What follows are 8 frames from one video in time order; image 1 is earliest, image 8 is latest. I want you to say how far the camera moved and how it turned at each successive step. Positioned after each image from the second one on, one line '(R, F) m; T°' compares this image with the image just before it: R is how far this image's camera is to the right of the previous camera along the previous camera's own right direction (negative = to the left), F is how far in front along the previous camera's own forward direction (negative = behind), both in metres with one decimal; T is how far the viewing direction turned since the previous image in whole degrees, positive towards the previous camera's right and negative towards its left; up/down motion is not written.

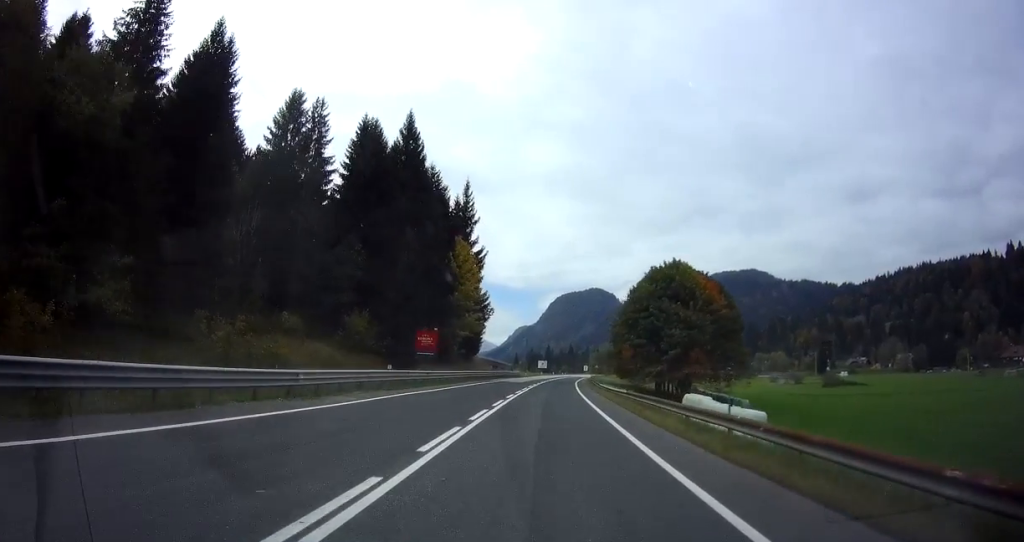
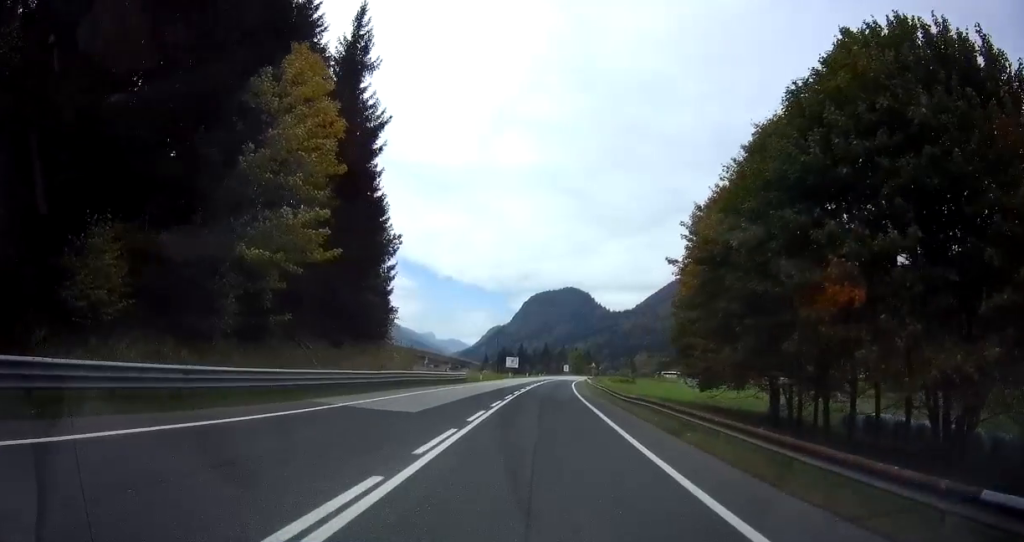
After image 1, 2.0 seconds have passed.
(+0.8, +41.2) m; +2°
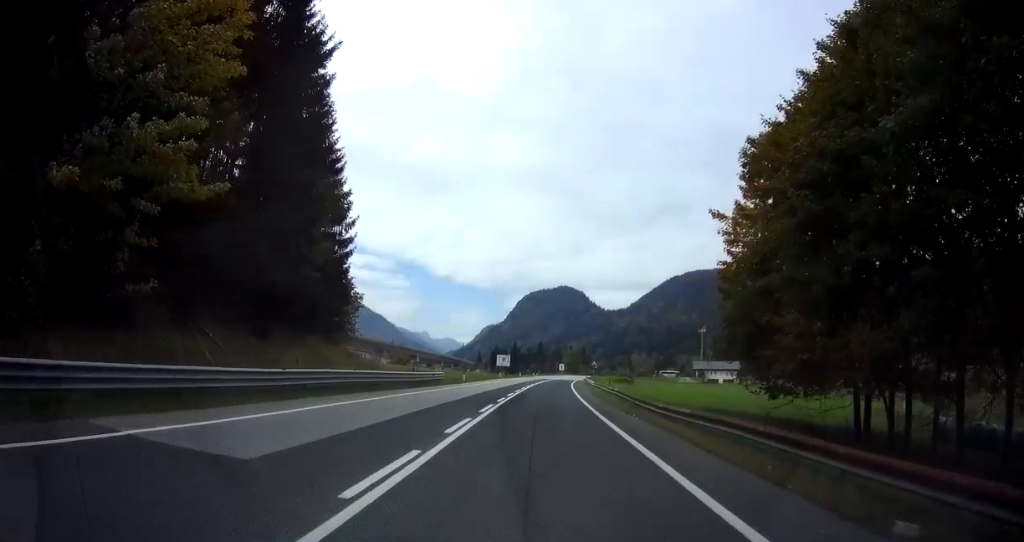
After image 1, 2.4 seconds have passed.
(+0.2, +9.8) m; +1°
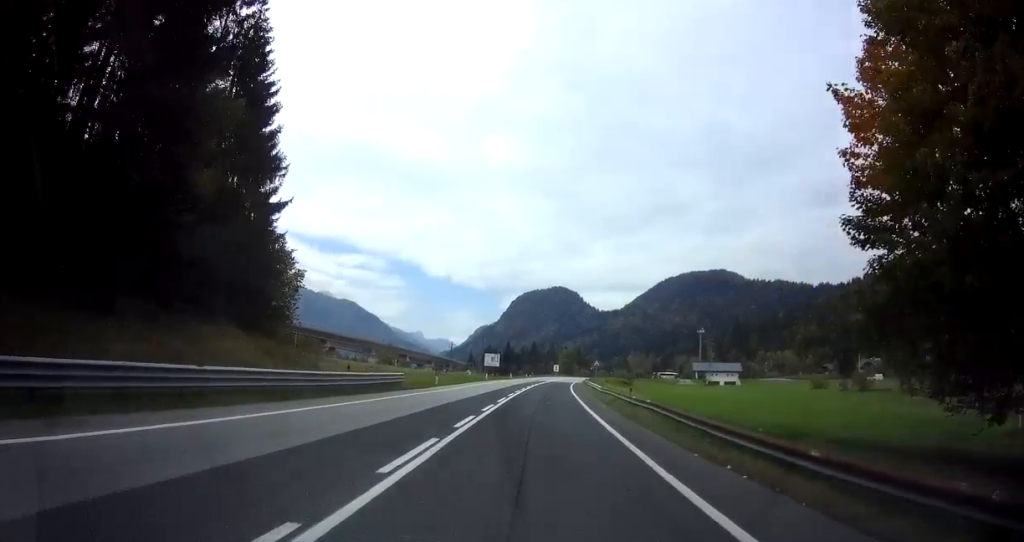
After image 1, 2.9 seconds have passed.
(+0.1, +10.6) m; +1°
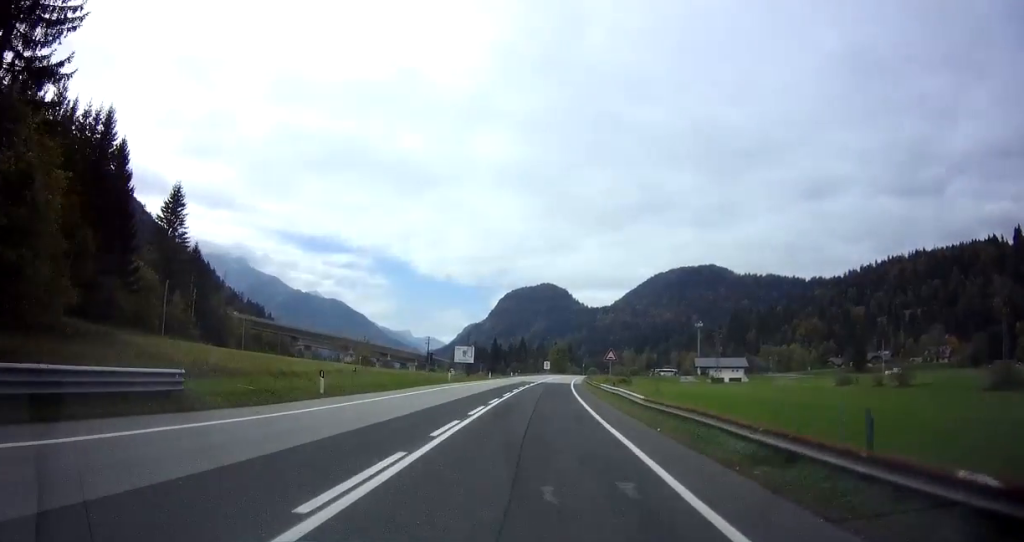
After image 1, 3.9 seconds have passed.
(0.0, +19.8) m; +1°
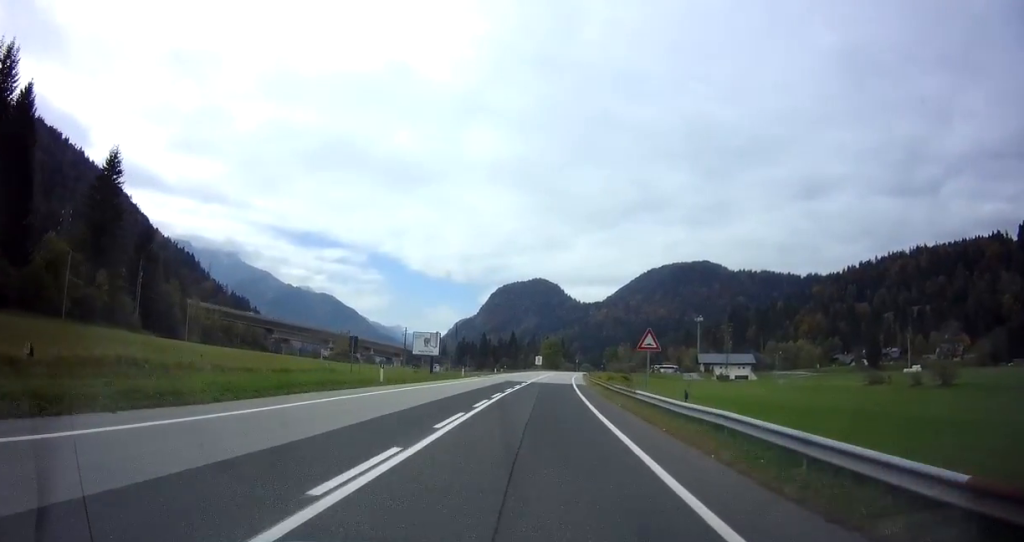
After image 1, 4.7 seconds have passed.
(+0.3, +17.0) m; +1°
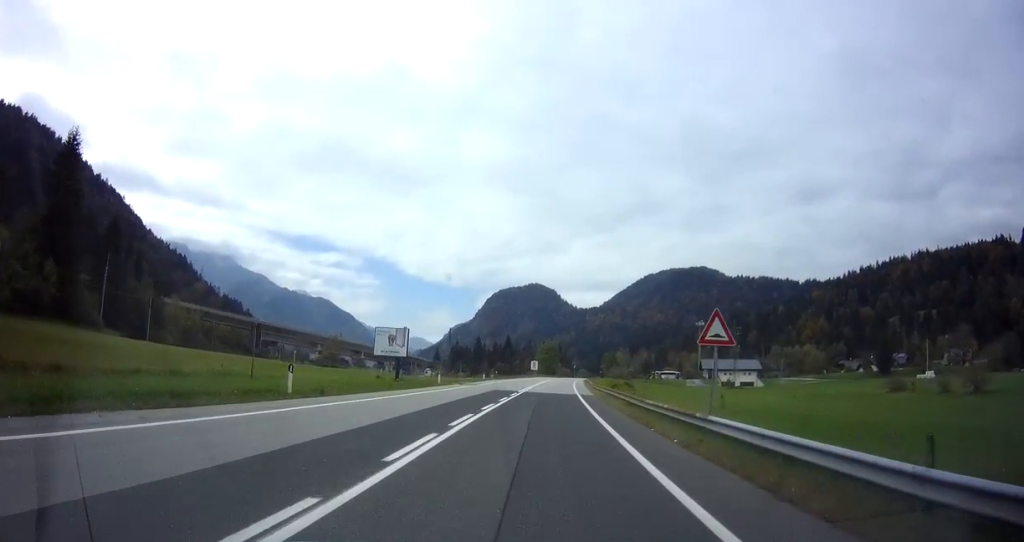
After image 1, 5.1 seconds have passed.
(0.0, +9.9) m; +1°
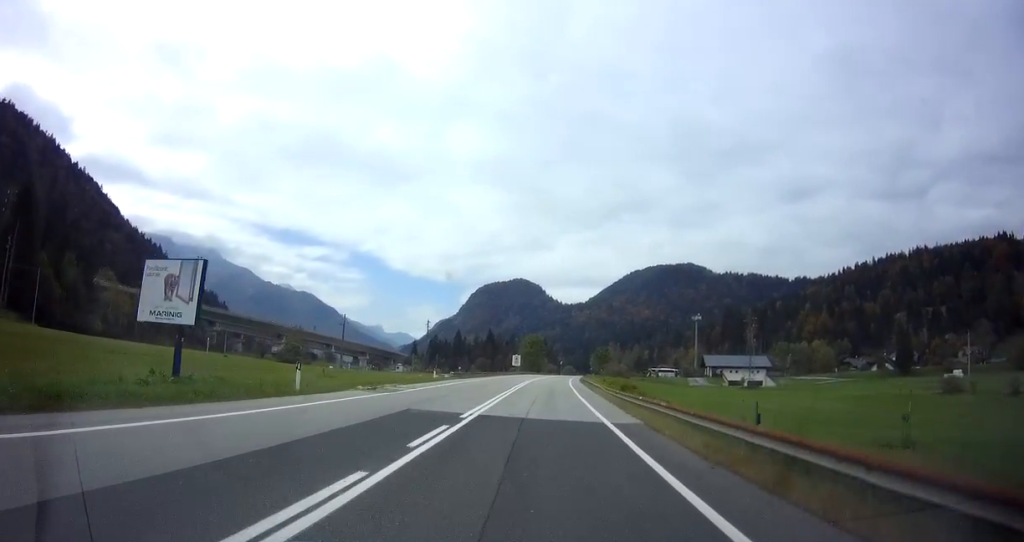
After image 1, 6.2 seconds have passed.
(+0.3, +22.6) m; +2°
